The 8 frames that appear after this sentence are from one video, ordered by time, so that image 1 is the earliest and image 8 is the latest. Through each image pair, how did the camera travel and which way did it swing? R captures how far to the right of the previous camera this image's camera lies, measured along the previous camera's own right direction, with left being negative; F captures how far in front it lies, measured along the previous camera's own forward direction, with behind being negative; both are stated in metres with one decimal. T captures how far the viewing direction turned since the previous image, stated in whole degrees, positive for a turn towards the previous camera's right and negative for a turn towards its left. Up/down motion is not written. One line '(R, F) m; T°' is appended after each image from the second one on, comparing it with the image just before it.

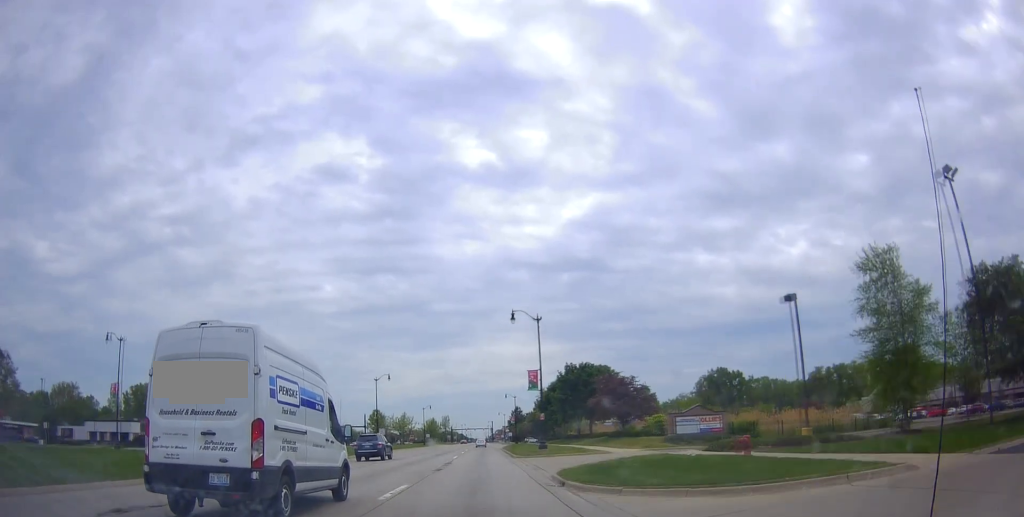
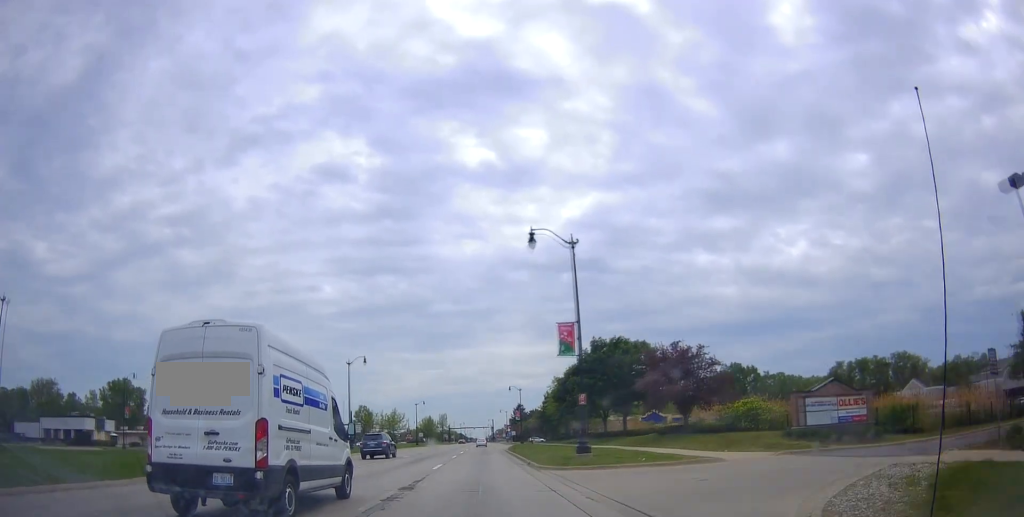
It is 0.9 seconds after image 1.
(+0.1, +17.9) m; -1°
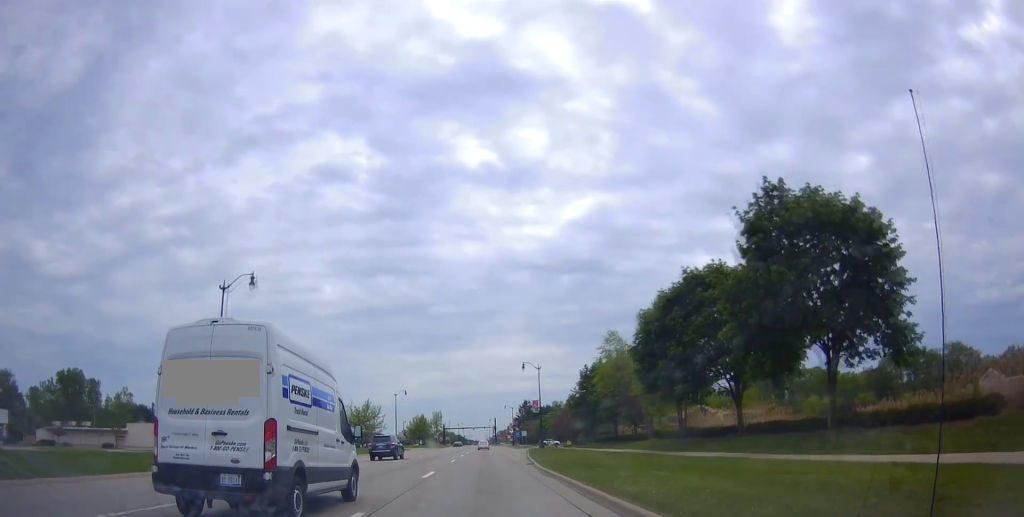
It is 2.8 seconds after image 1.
(-0.5, +35.0) m; 0°
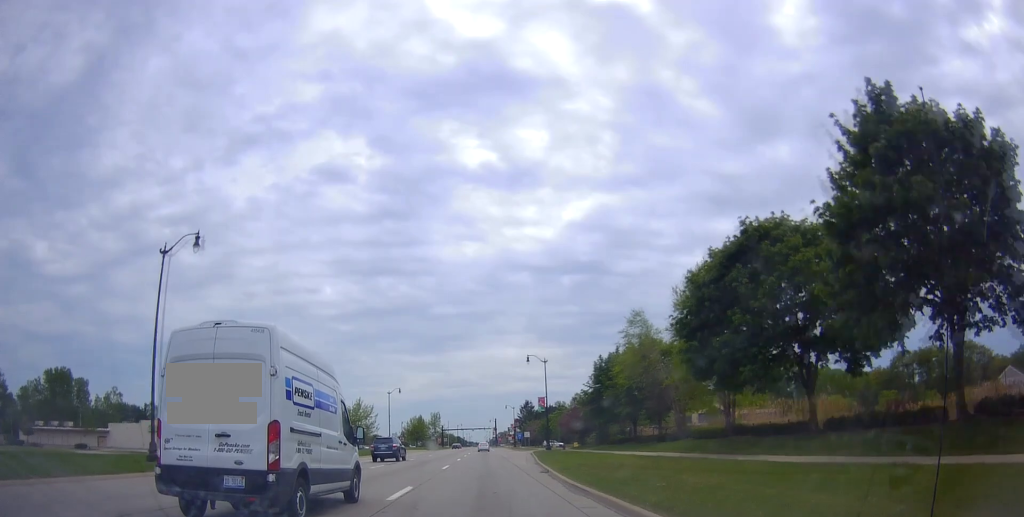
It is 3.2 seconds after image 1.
(+0.2, +7.6) m; 0°
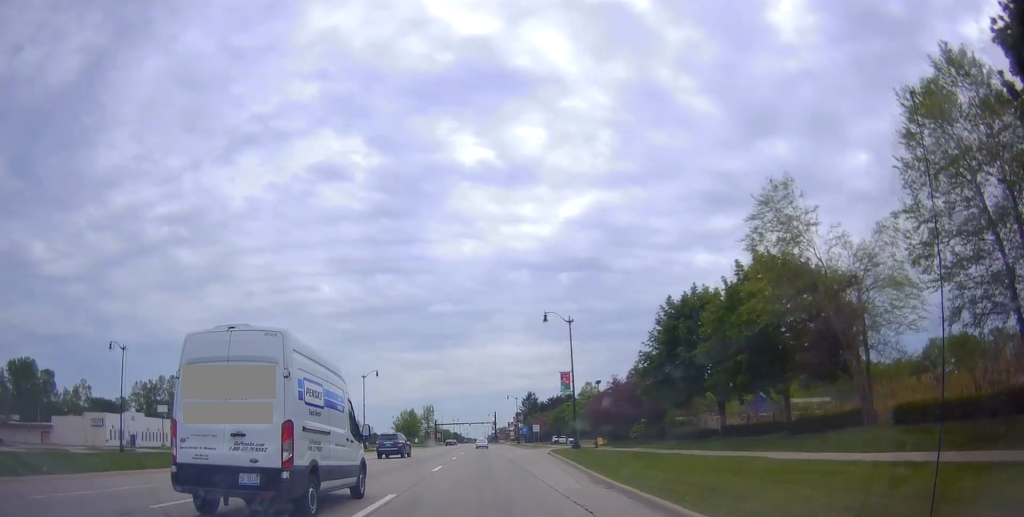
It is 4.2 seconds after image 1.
(-0.2, +20.1) m; 0°
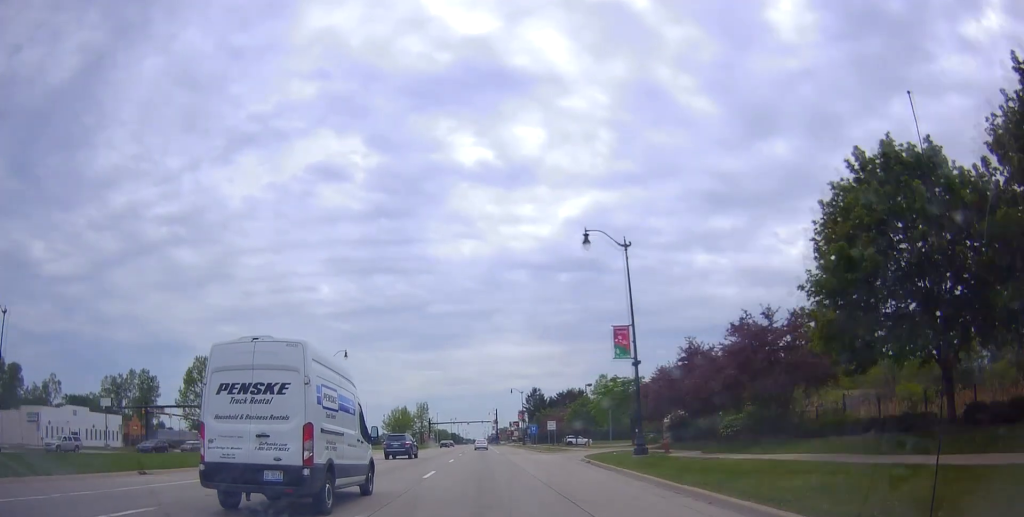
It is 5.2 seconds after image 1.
(+0.3, +18.7) m; +1°
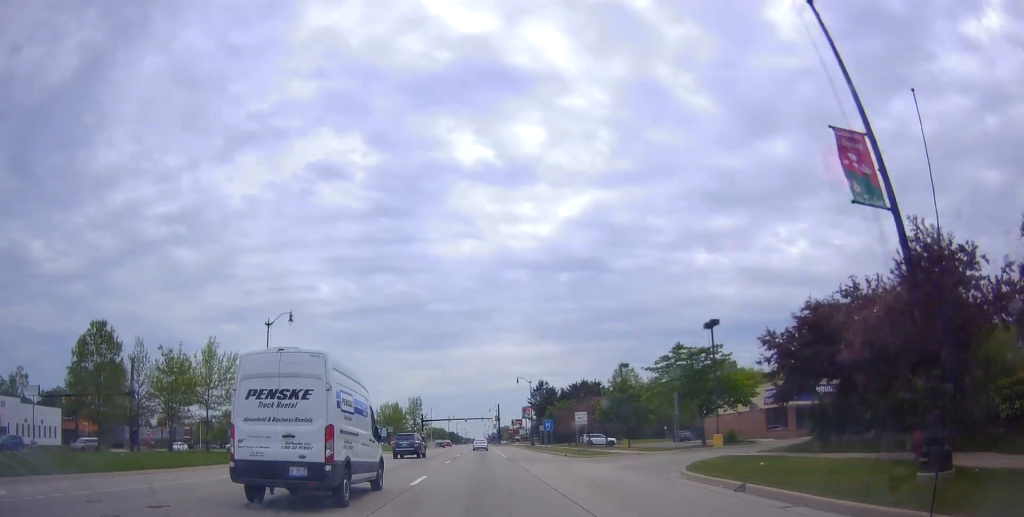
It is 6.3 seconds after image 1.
(0.0, +19.0) m; -2°
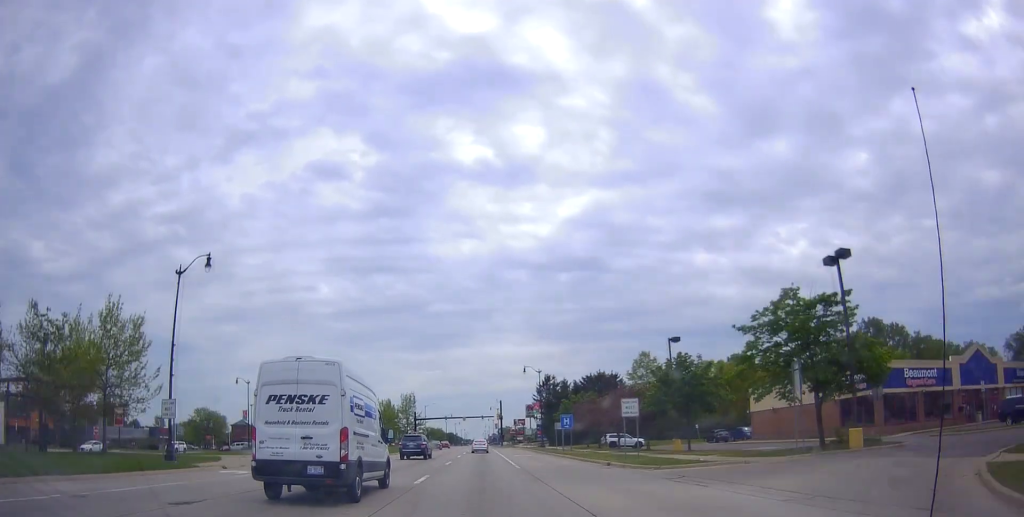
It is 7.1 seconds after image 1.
(-0.5, +14.9) m; 0°
